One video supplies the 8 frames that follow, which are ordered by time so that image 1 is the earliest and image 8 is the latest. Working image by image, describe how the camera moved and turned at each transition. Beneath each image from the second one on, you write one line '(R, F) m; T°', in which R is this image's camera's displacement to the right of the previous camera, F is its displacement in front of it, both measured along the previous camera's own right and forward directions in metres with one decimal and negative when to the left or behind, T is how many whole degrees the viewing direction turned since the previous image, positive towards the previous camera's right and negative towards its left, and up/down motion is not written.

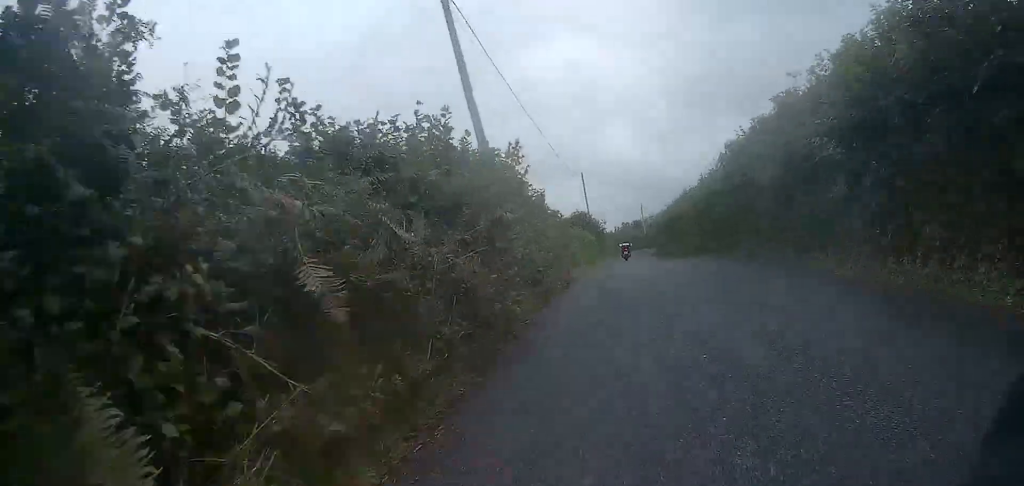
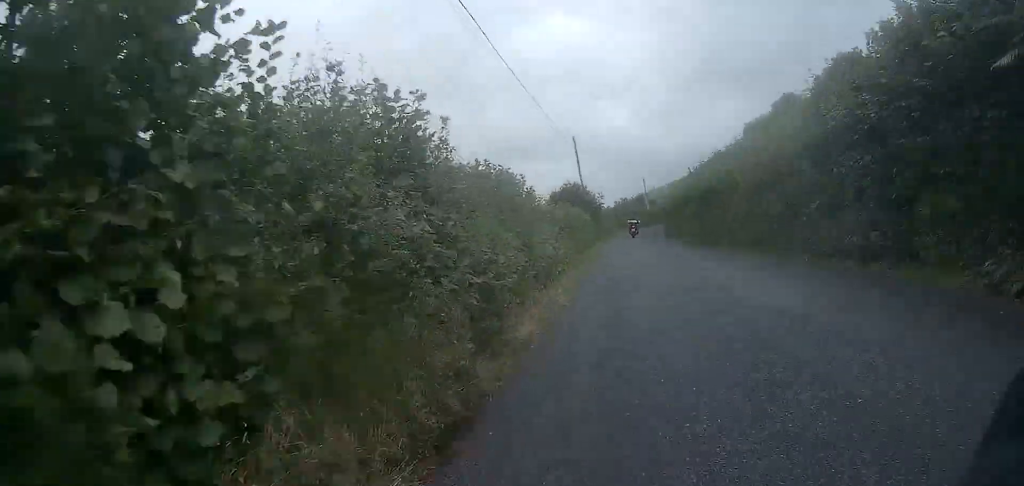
(0.0, +10.4) m; 0°
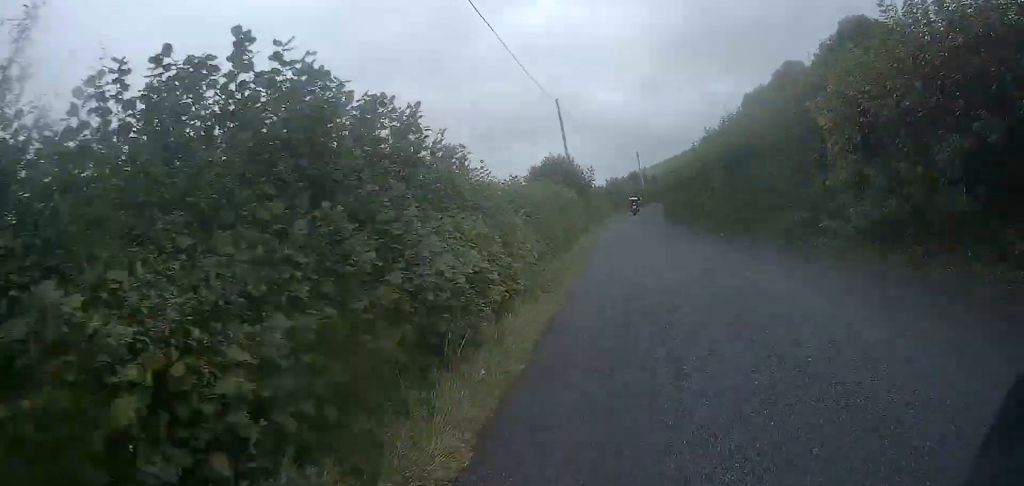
(+0.1, +6.9) m; 0°
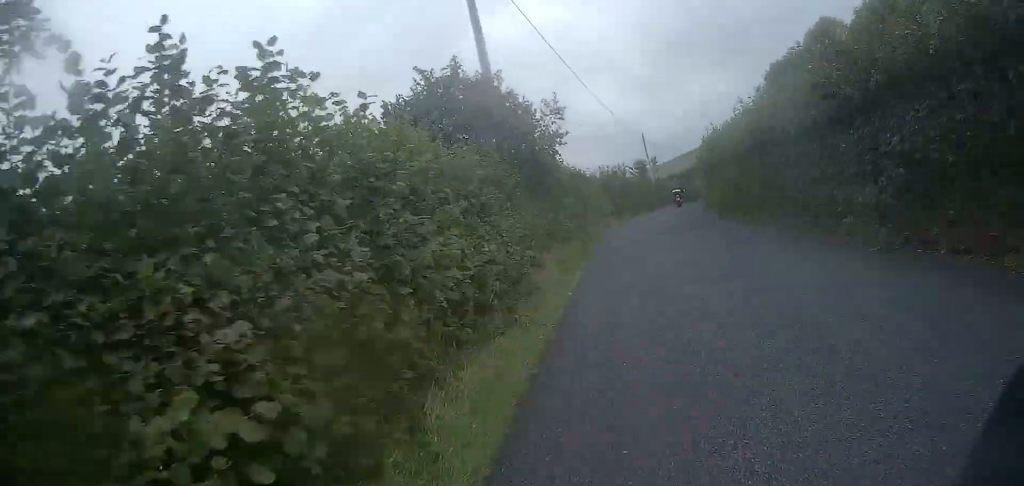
(+0.1, +23.0) m; +2°
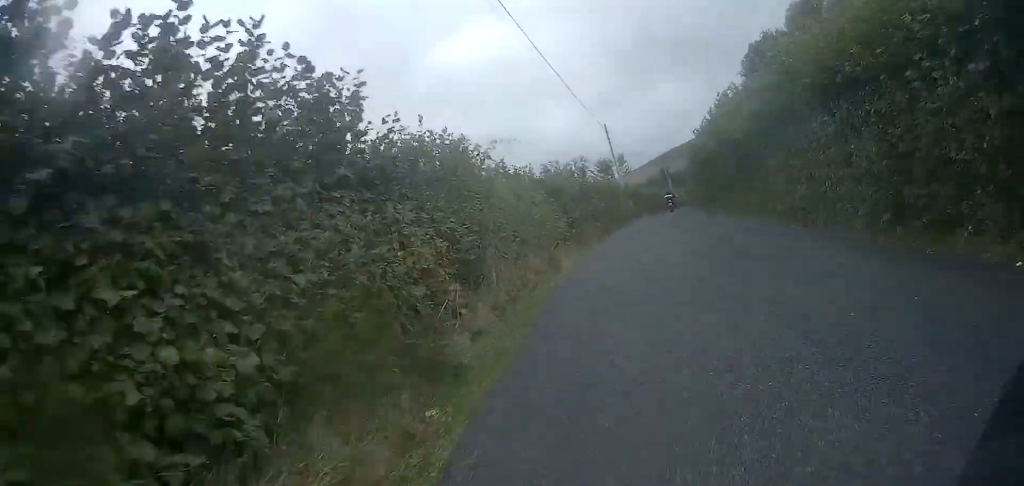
(+0.2, +12.7) m; +3°
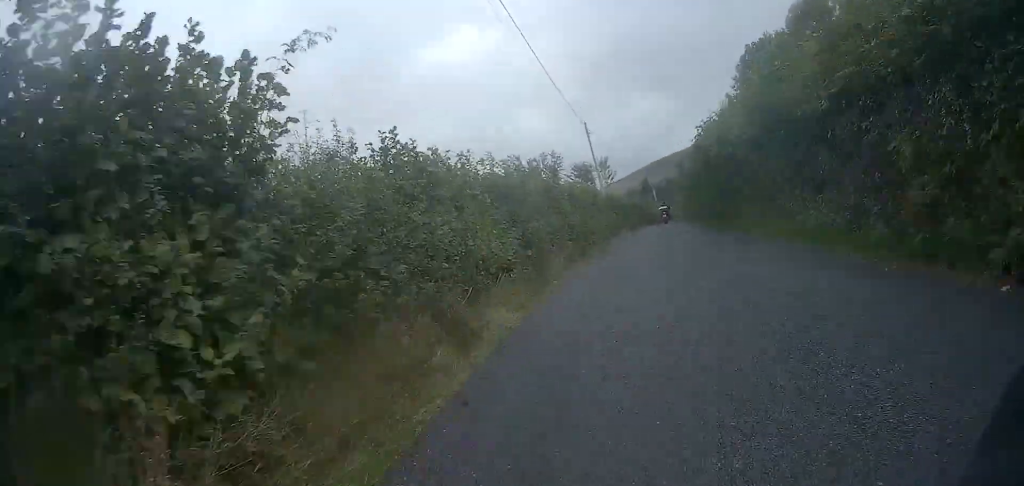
(+0.2, +6.0) m; +2°
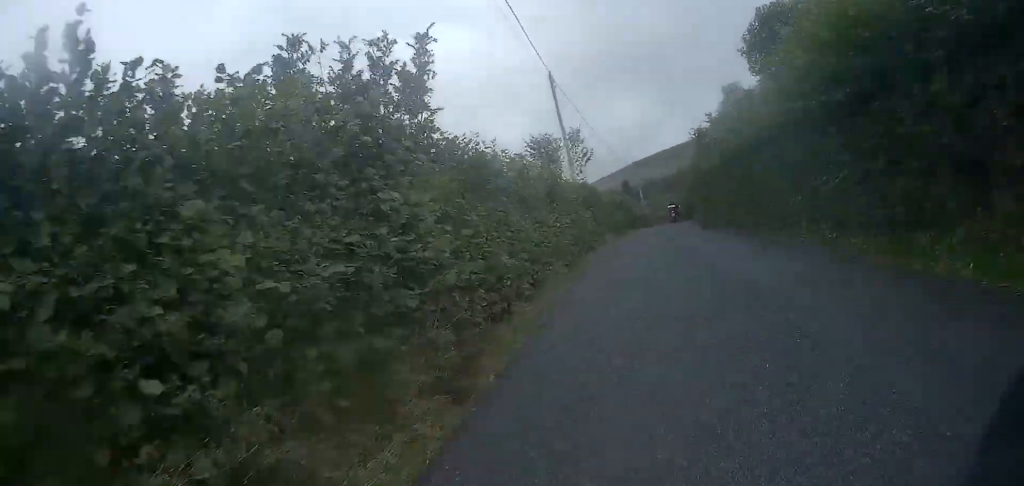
(+0.4, +12.5) m; +3°
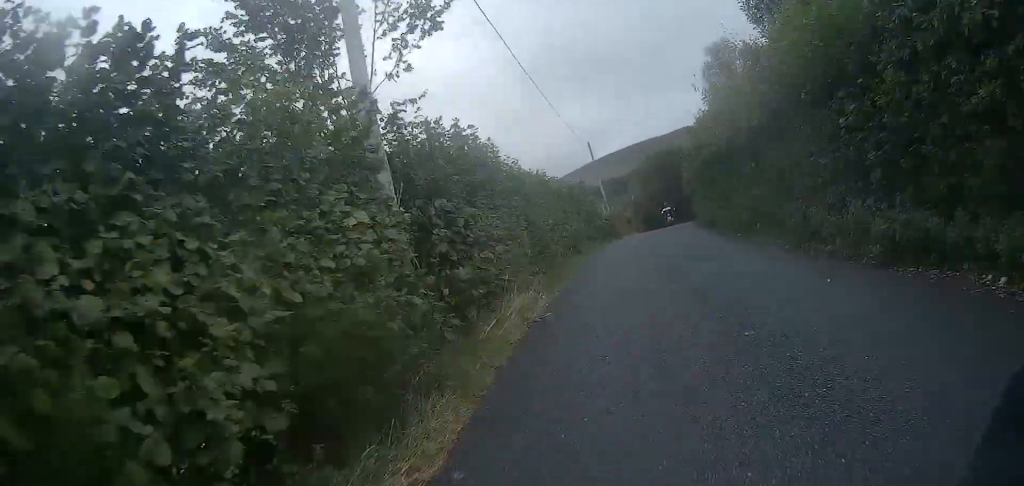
(+0.6, +16.9) m; +4°
